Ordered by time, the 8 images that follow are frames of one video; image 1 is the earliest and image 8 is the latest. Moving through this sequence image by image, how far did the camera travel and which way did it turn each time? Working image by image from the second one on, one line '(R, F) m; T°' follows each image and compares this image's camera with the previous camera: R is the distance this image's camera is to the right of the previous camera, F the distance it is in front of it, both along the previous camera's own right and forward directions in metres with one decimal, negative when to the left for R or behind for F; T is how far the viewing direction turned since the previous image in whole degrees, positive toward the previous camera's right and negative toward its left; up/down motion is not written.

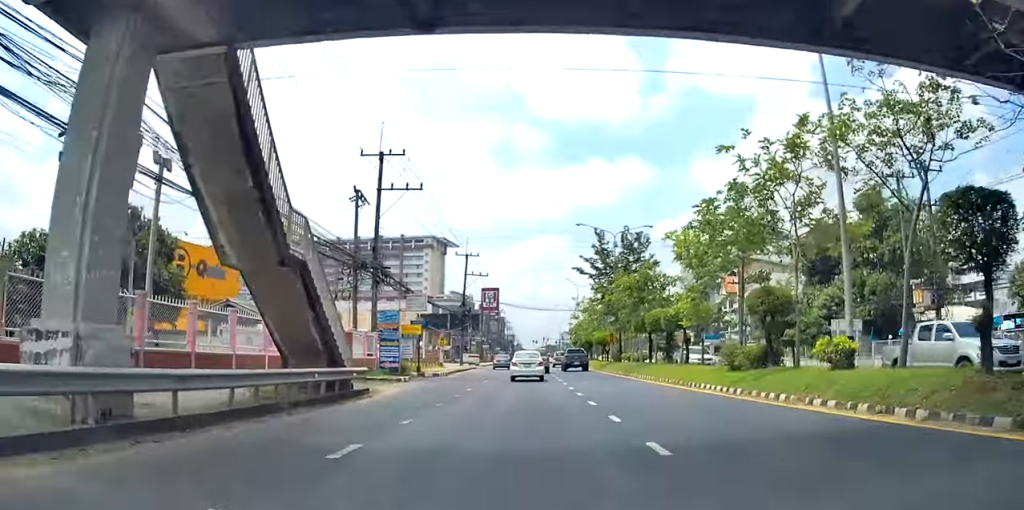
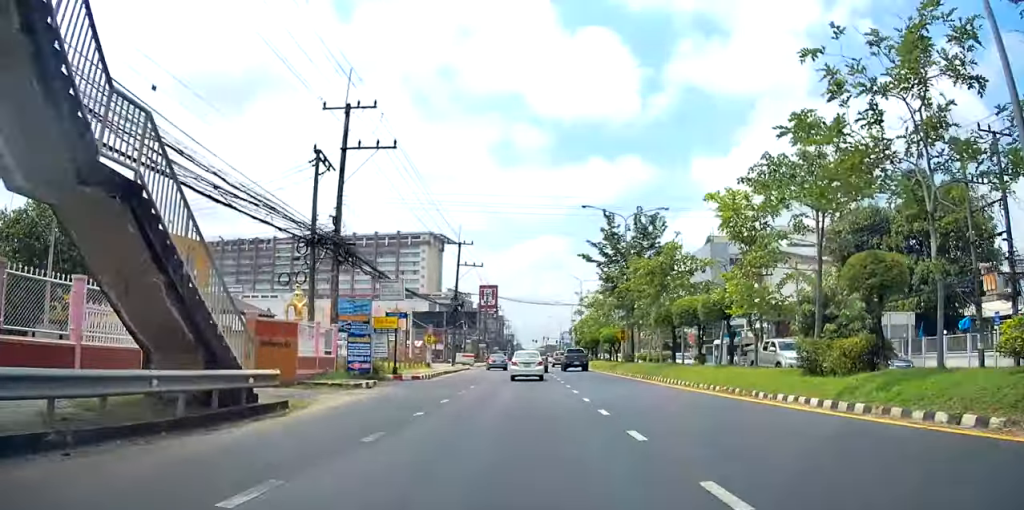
(+0.7, +8.0) m; +4°
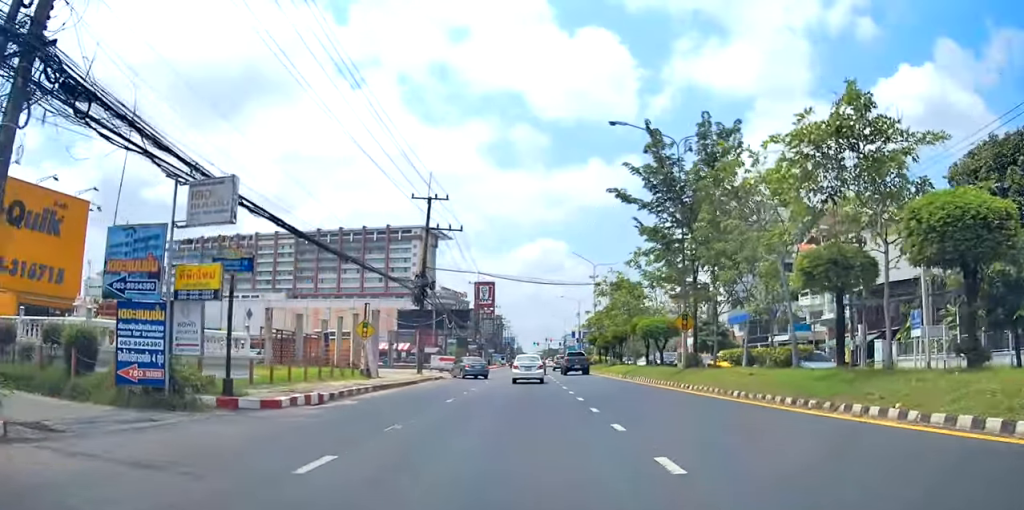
(+1.2, +22.7) m; +2°
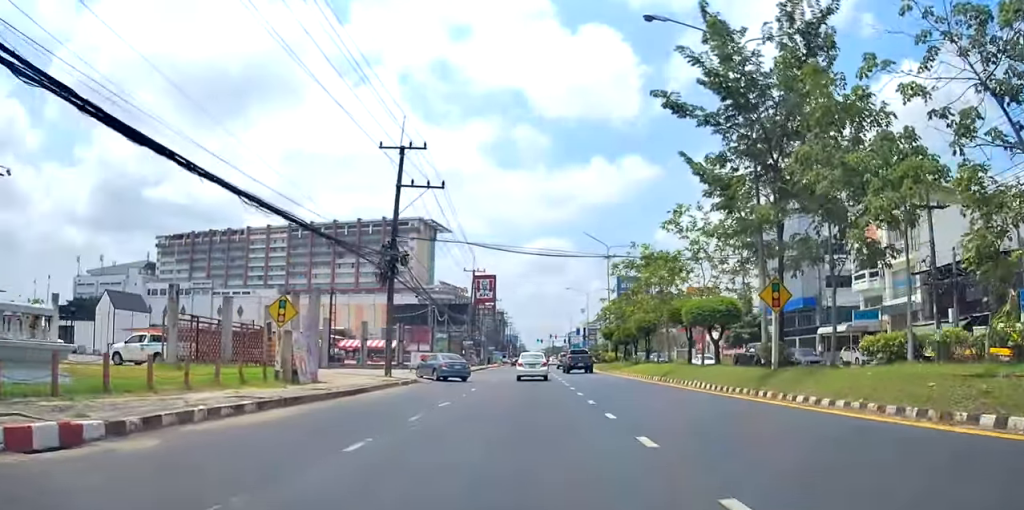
(-0.1, +11.8) m; 0°
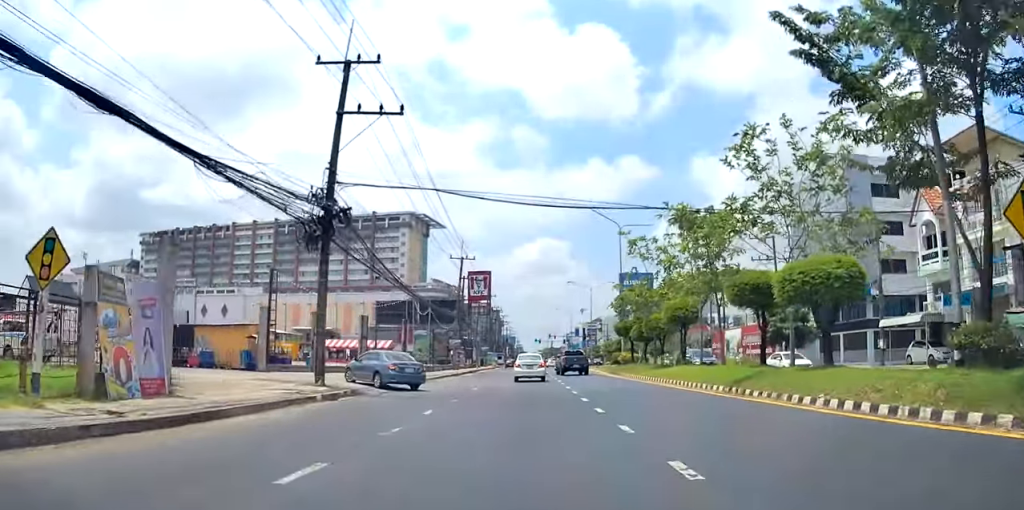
(0.0, +11.3) m; 0°
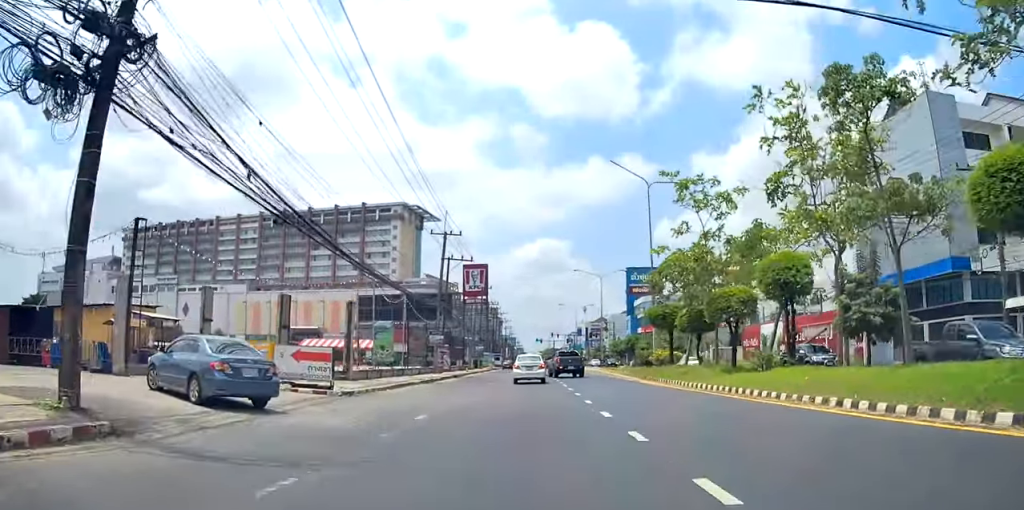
(0.0, +13.6) m; 0°
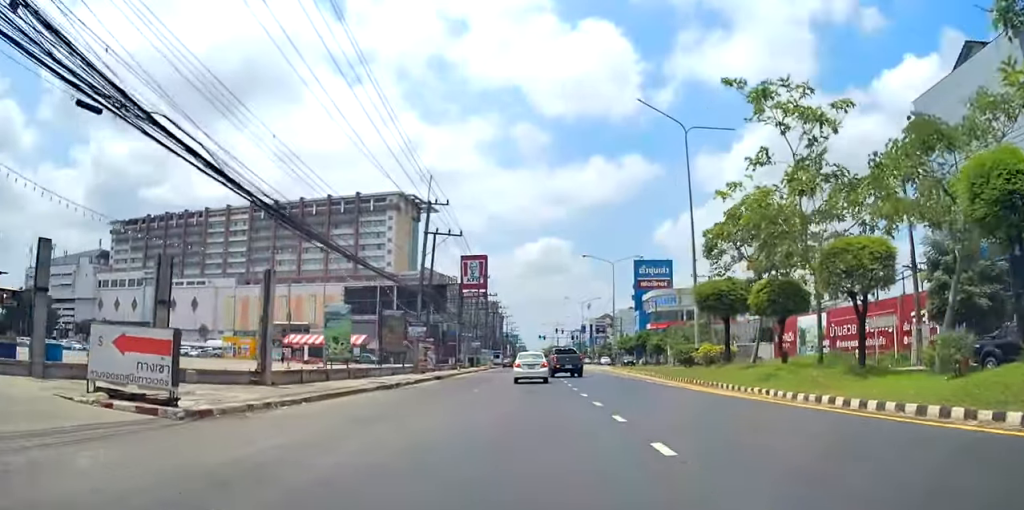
(+0.1, +9.8) m; 0°
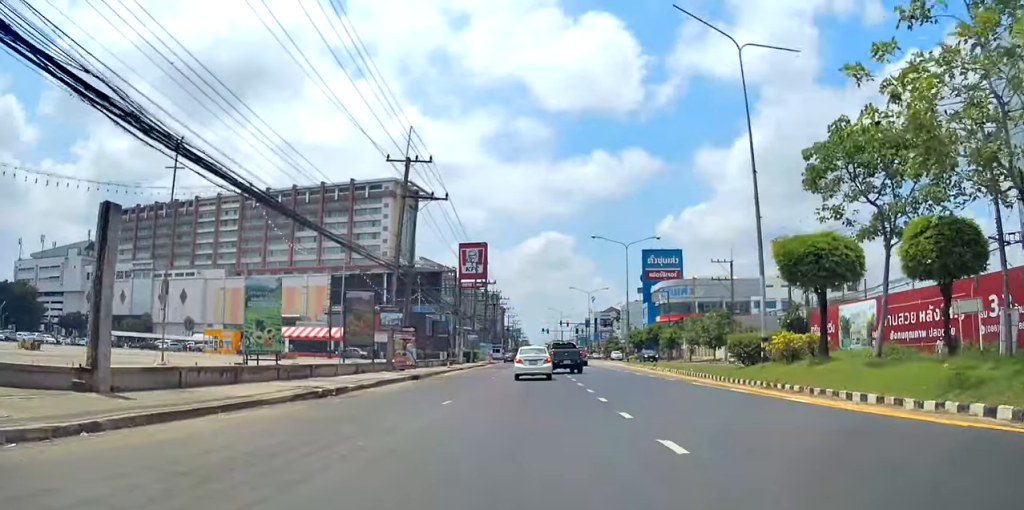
(-0.1, +8.5) m; -1°
